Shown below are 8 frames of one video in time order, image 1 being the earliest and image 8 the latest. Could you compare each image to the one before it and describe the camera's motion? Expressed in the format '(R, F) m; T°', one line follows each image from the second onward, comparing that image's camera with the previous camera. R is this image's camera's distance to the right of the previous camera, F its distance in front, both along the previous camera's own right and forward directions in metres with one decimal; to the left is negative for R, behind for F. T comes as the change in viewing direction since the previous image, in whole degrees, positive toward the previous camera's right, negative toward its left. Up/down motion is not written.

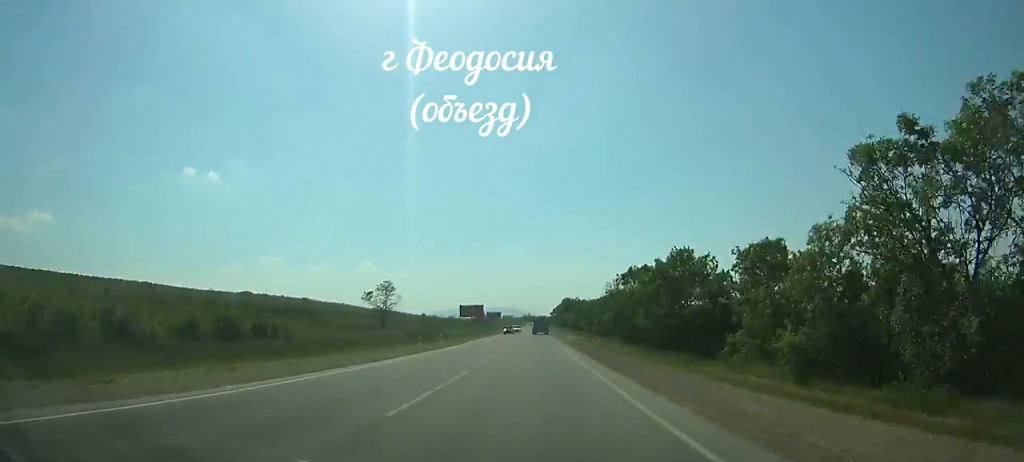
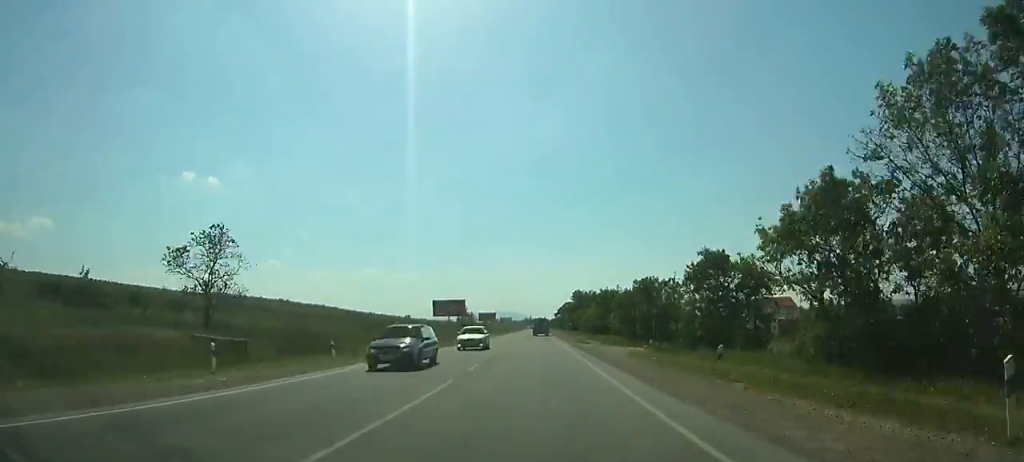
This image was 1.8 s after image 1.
(-0.1, +40.7) m; 0°
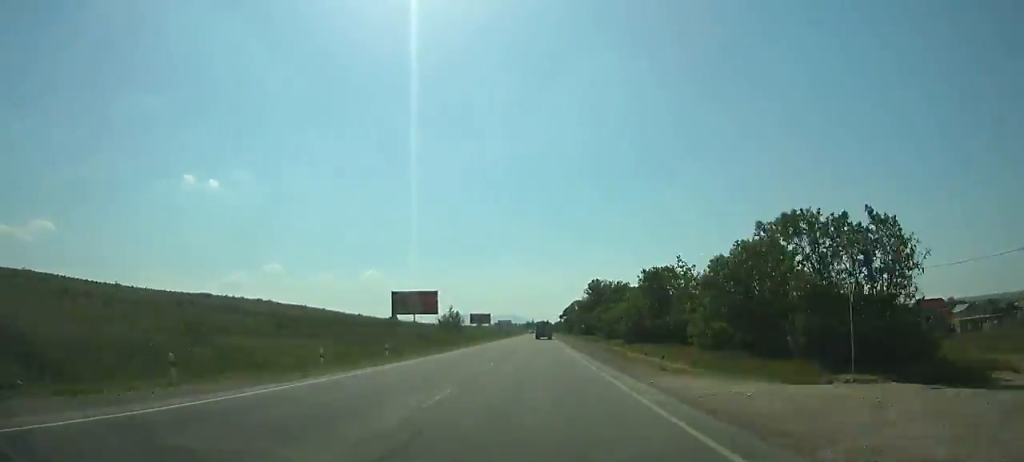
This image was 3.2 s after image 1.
(-0.1, +31.9) m; 0°
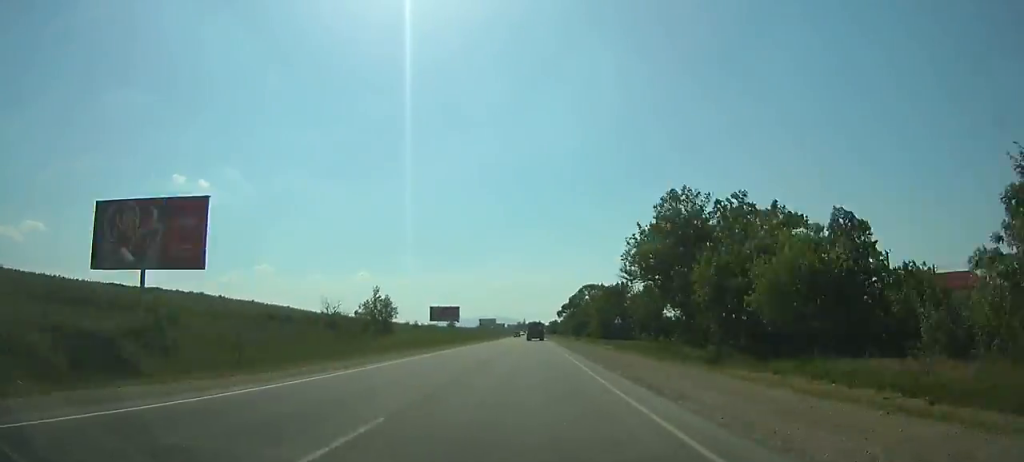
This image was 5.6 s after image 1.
(-0.1, +54.6) m; 0°
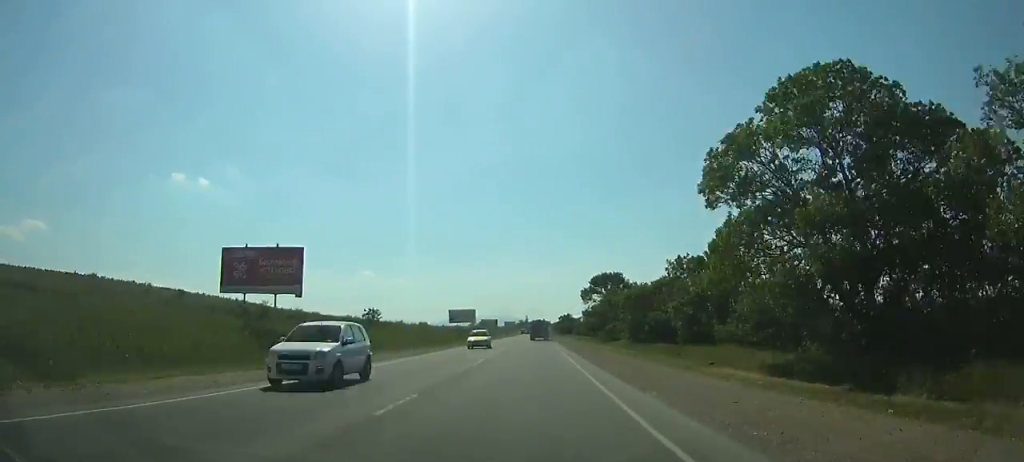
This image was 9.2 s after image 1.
(-0.1, +81.5) m; 0°
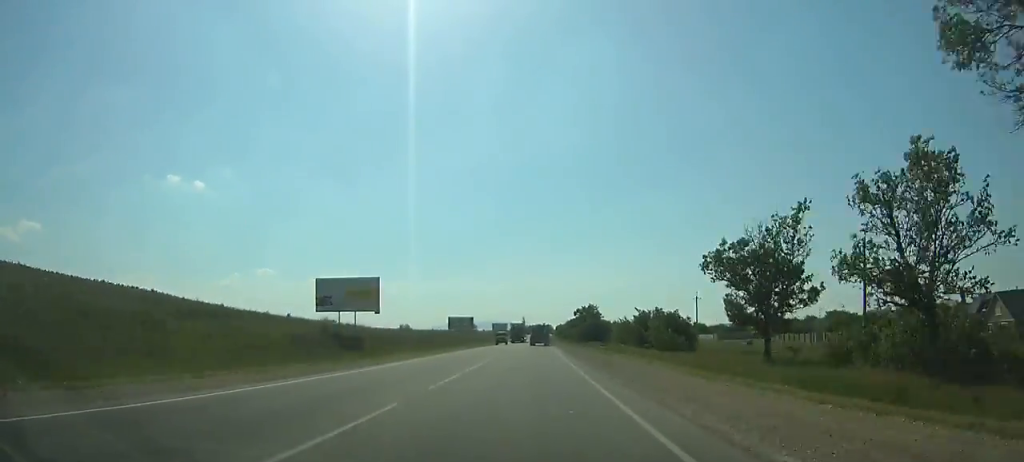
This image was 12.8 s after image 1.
(-0.1, +80.5) m; 0°
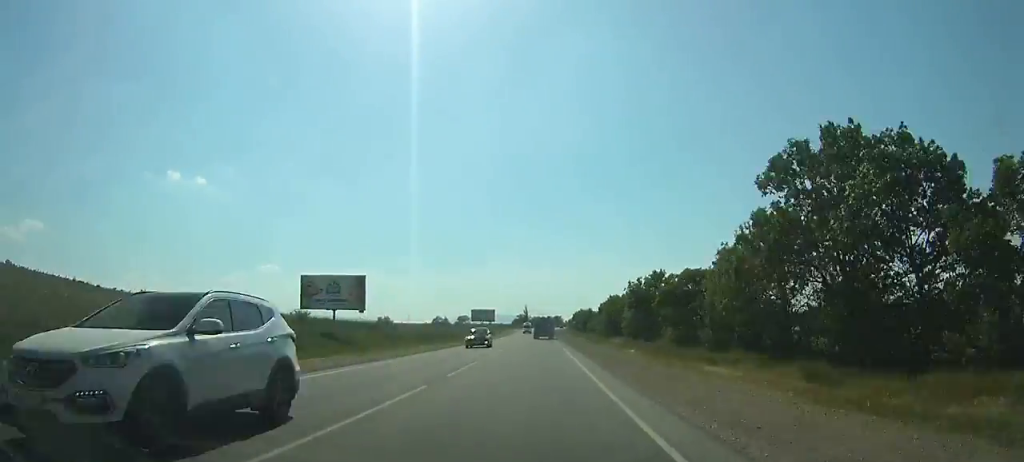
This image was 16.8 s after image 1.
(+0.5, +87.9) m; 0°
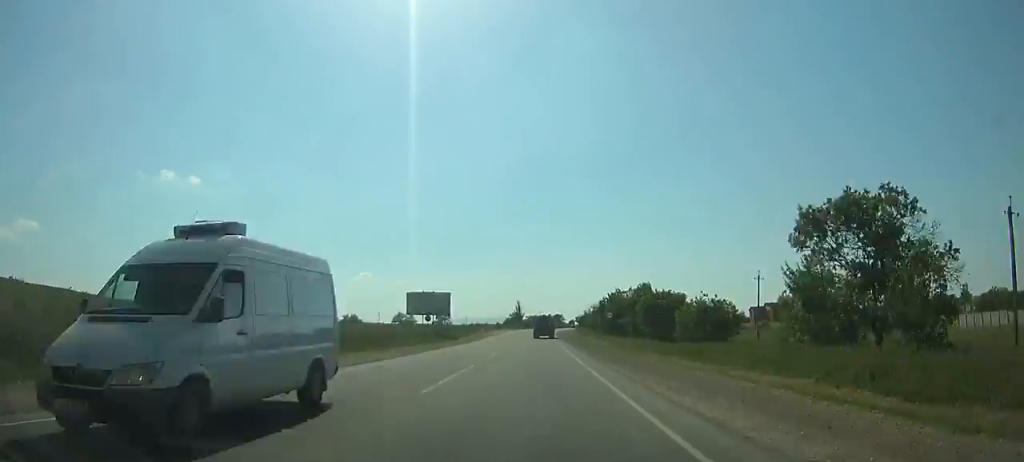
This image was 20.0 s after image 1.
(-0.1, +68.8) m; 0°
